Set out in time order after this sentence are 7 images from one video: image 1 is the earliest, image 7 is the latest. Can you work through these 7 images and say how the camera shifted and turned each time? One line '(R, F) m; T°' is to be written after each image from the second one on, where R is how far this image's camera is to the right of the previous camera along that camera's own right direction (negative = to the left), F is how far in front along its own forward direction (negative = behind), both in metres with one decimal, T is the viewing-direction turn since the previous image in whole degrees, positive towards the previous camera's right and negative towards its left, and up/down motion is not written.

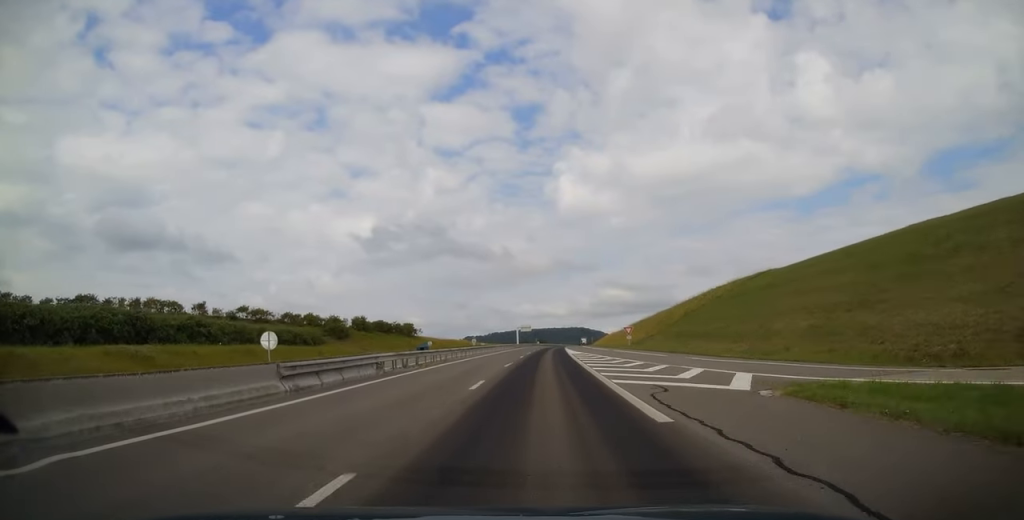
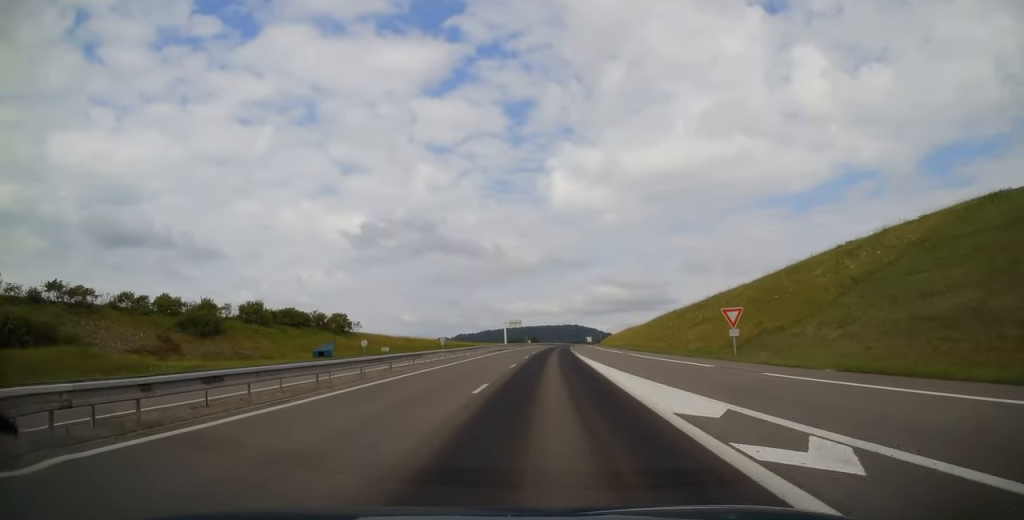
(+0.7, +41.0) m; +1°
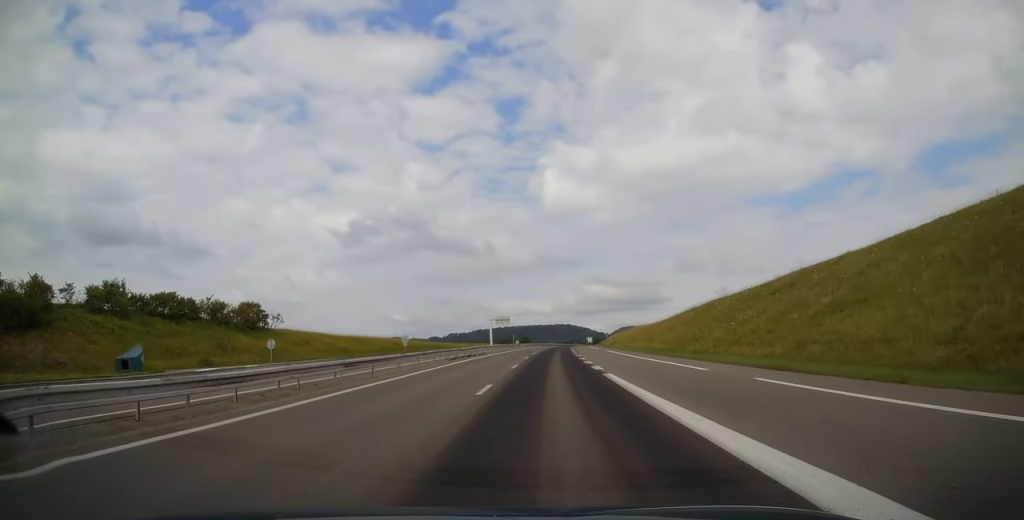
(0.0, +26.4) m; 0°
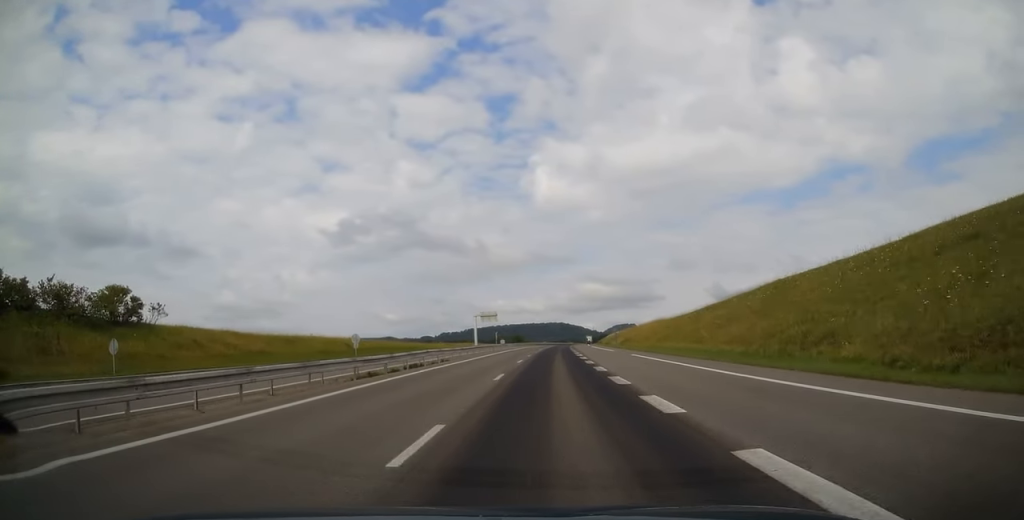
(0.0, +21.6) m; +1°
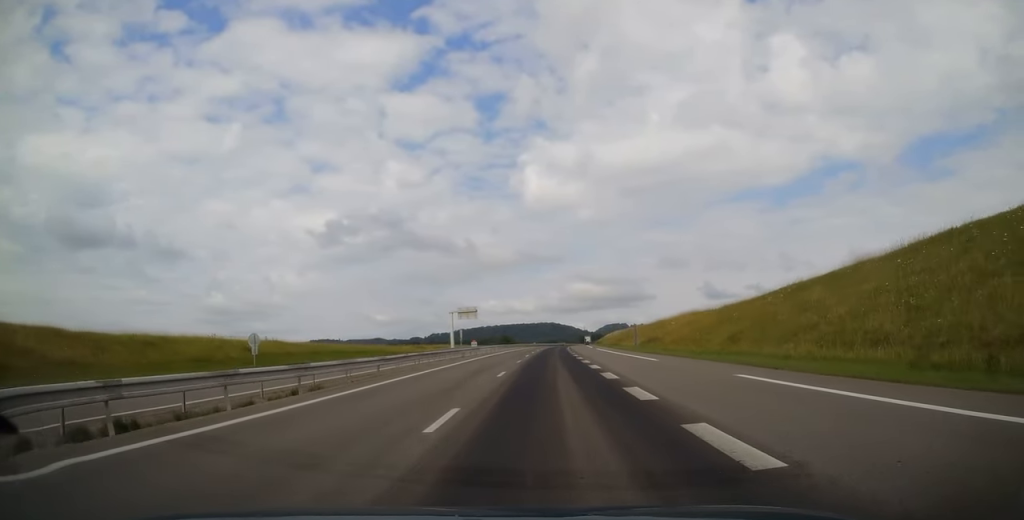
(+0.3, +24.1) m; +1°
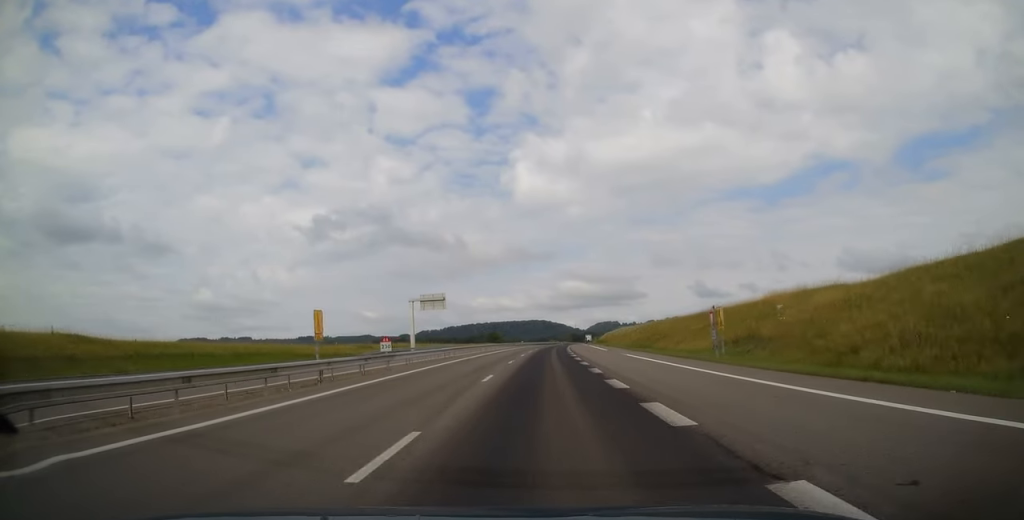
(+0.5, +29.5) m; +1°
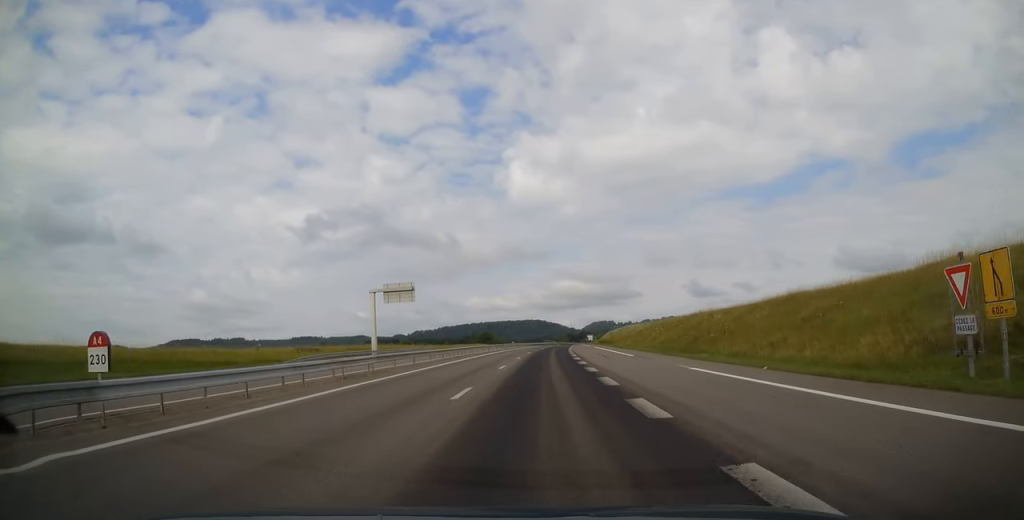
(+0.1, +18.7) m; +1°
